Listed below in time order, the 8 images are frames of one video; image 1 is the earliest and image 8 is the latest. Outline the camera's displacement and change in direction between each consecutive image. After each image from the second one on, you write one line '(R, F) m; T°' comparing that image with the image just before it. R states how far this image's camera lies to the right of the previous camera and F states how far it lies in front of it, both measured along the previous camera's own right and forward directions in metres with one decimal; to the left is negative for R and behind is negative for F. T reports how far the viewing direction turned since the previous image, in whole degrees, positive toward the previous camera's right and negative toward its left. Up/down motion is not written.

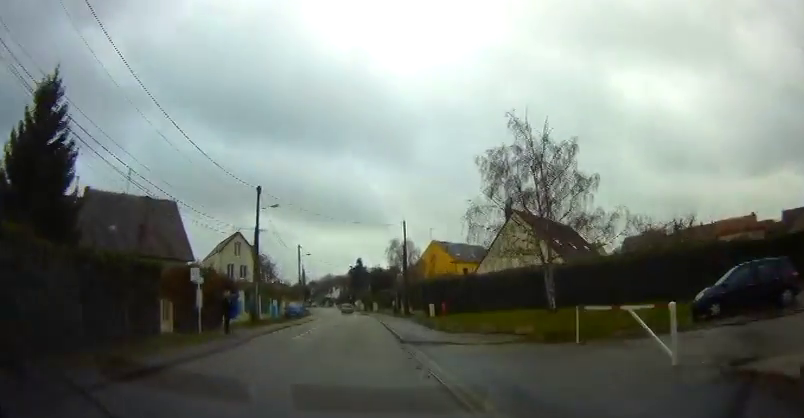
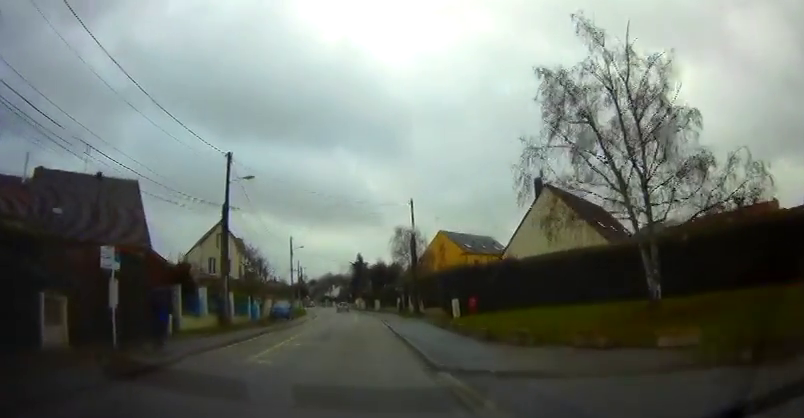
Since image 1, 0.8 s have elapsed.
(0.0, +8.2) m; -1°
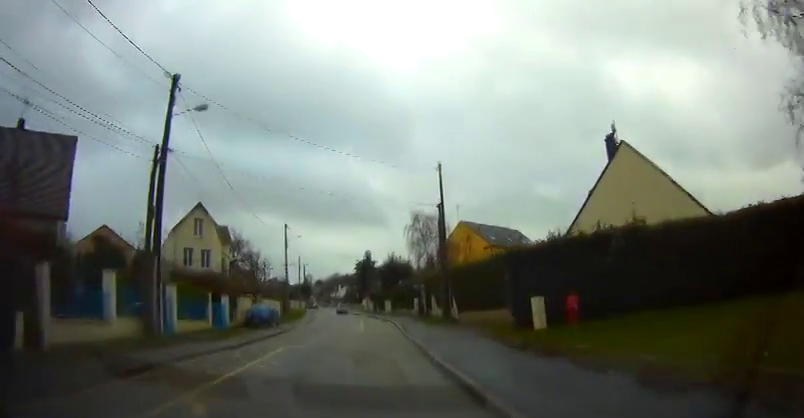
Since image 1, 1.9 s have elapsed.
(-0.2, +10.2) m; -1°
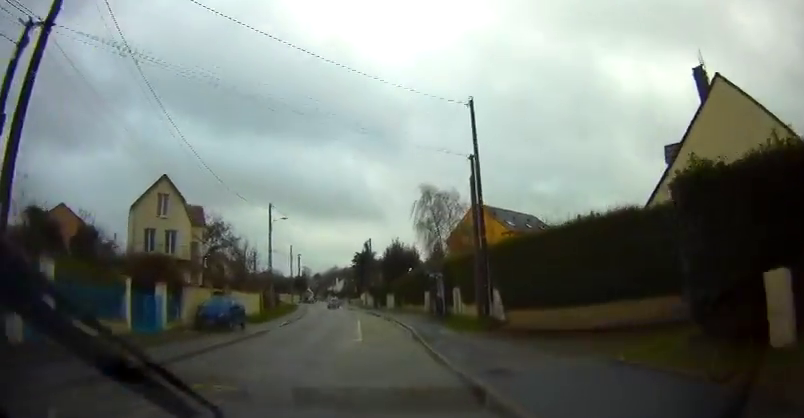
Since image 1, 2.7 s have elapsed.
(0.0, +8.4) m; 0°
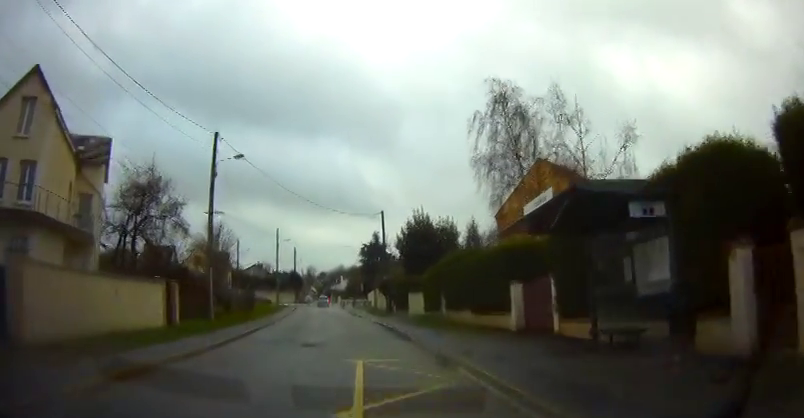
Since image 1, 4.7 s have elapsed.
(0.0, +19.9) m; +1°
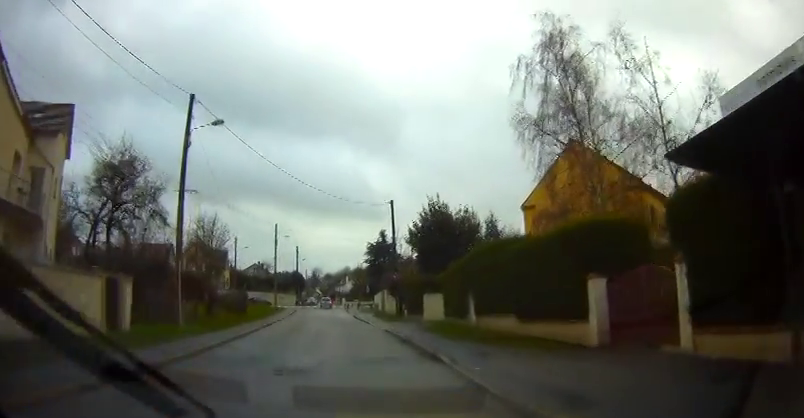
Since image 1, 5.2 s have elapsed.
(+0.1, +5.4) m; 0°
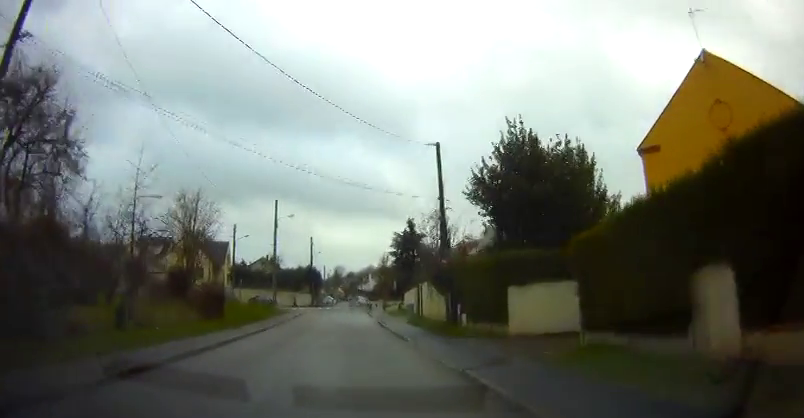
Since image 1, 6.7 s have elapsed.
(-0.4, +13.7) m; -5°
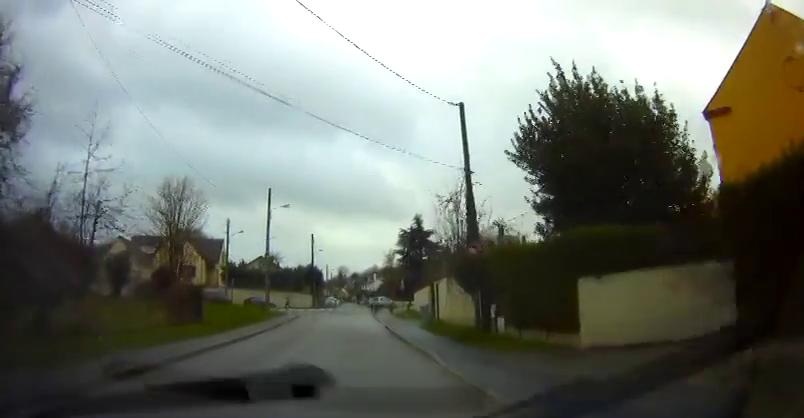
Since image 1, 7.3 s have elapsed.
(-0.2, +5.1) m; -2°
